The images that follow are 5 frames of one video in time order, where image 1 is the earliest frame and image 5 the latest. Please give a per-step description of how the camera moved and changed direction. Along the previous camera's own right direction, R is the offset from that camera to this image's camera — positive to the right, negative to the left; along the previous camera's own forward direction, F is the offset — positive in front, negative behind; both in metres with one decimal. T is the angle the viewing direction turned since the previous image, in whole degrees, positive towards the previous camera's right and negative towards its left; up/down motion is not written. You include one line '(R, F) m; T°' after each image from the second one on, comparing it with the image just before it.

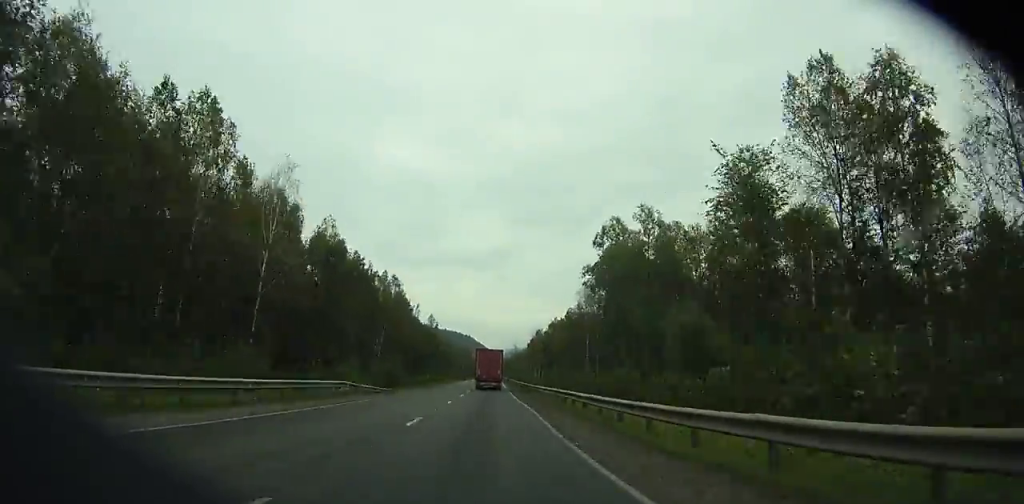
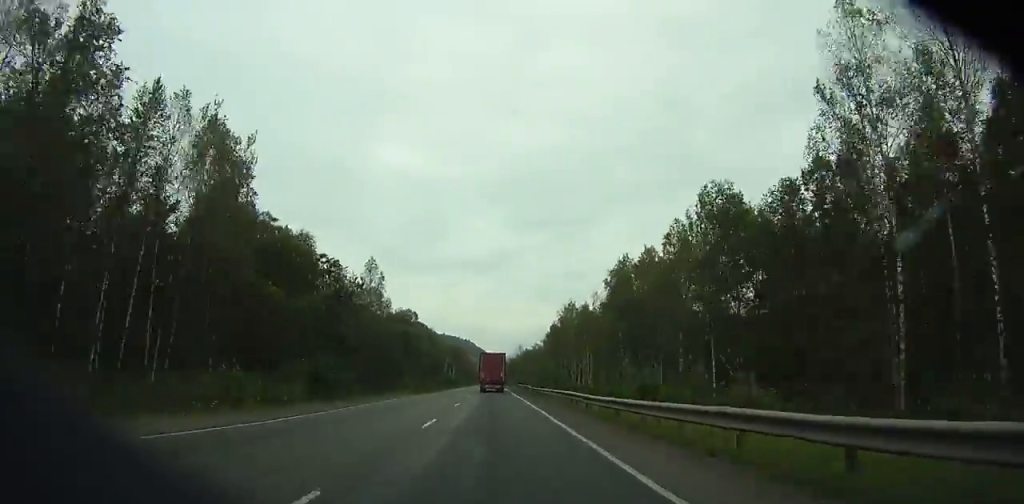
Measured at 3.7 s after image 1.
(-0.3, +82.1) m; -1°
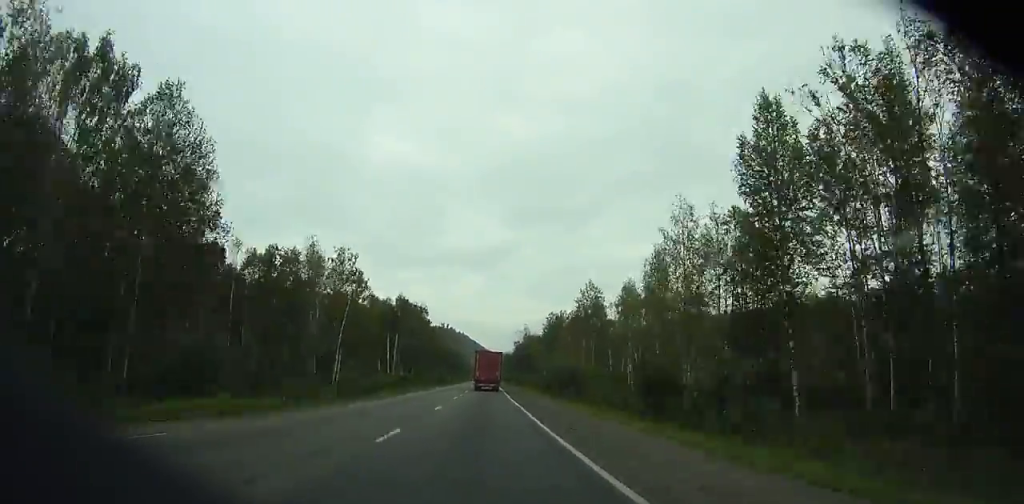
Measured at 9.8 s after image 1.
(-0.4, +140.7) m; +2°
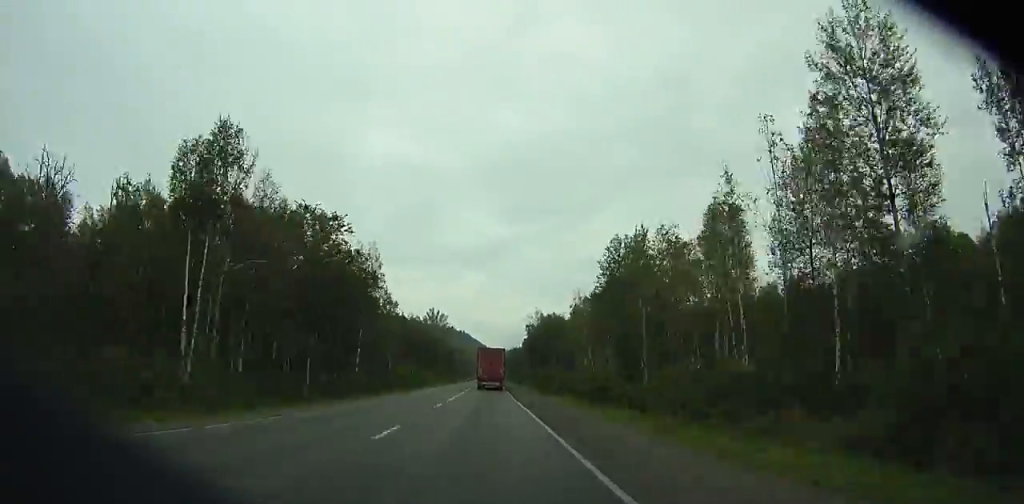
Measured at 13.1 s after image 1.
(+3.5, +83.0) m; +4°
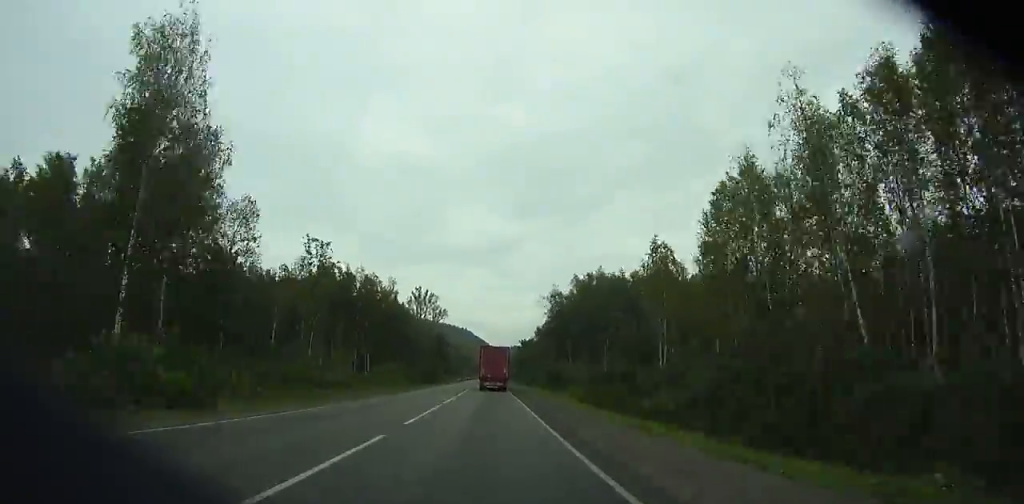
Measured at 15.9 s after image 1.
(+4.0, +70.3) m; -7°
